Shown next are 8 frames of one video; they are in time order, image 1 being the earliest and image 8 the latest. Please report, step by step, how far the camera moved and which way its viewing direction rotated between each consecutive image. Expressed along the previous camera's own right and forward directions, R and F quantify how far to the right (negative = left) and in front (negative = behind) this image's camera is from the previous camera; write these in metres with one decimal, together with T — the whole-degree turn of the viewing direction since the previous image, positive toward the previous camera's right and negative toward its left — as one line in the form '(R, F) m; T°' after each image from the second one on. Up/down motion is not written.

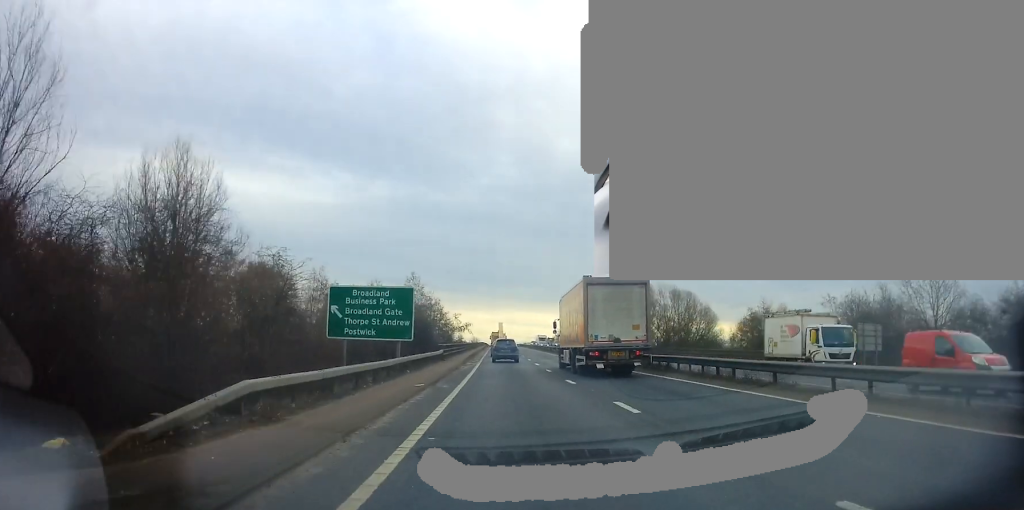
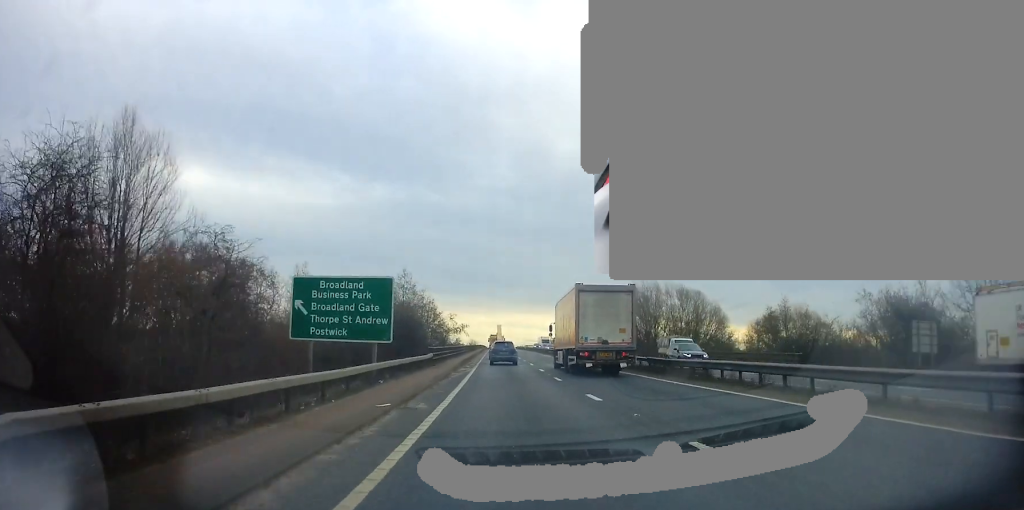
(+0.1, +5.5) m; -1°
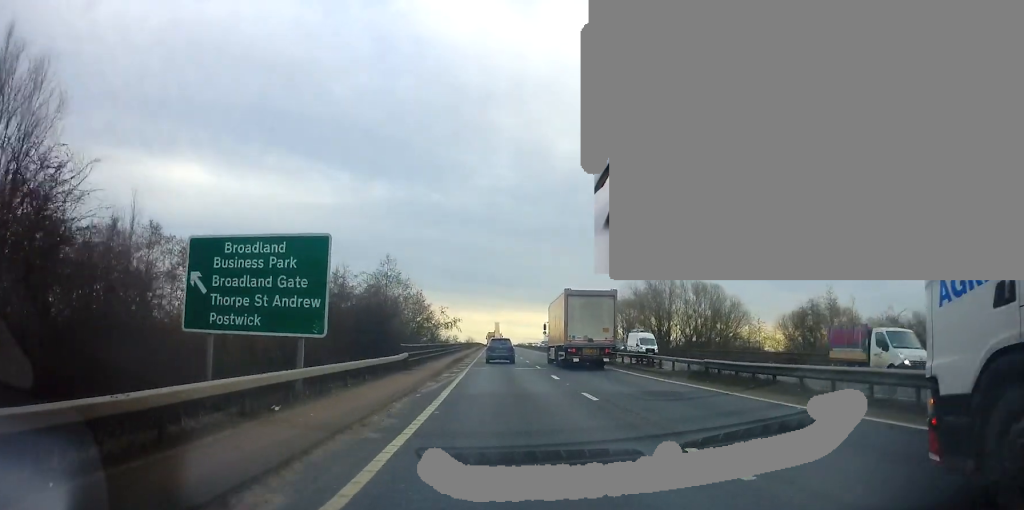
(-0.1, +9.1) m; -2°
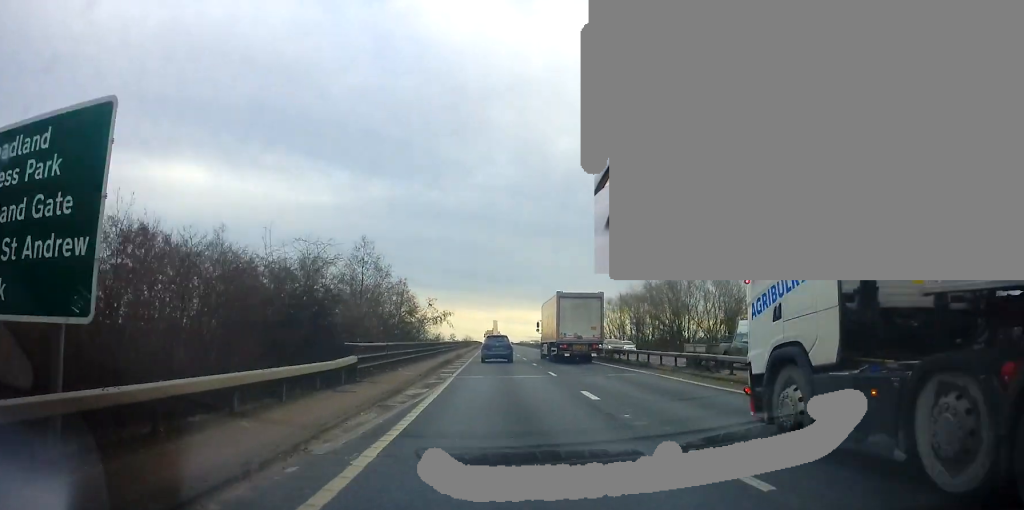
(-0.2, +9.4) m; -1°
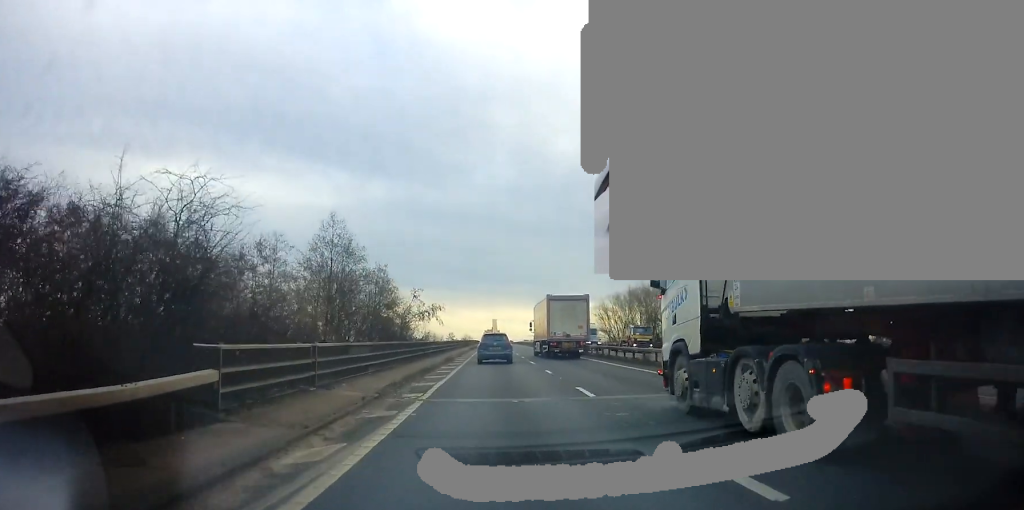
(0.0, +9.0) m; +1°
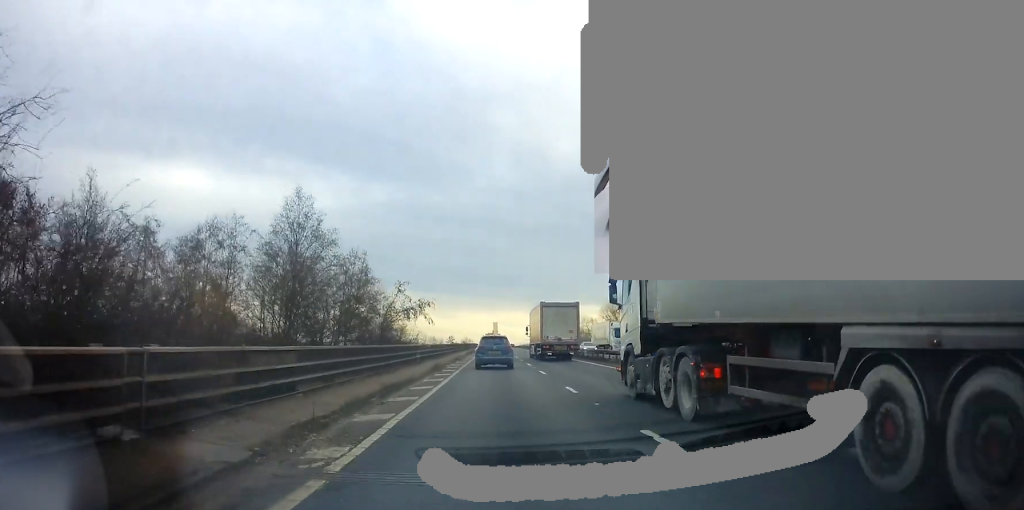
(+0.2, +7.2) m; +1°
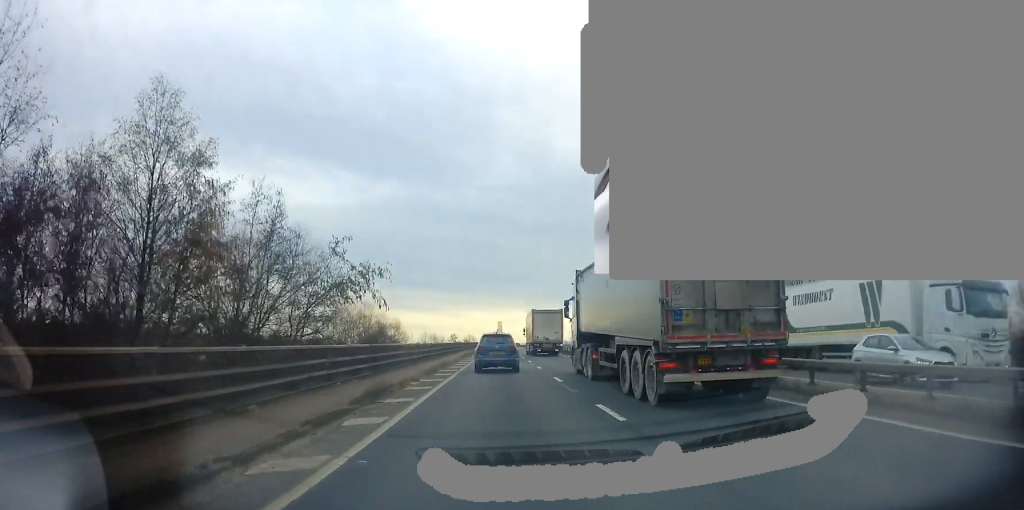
(0.0, +14.8) m; +1°
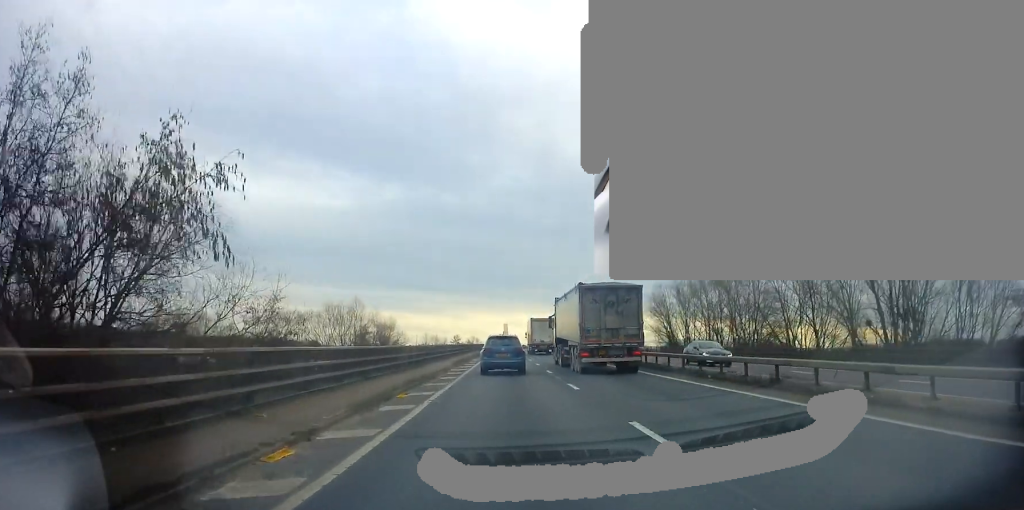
(+0.1, +12.1) m; -2°
